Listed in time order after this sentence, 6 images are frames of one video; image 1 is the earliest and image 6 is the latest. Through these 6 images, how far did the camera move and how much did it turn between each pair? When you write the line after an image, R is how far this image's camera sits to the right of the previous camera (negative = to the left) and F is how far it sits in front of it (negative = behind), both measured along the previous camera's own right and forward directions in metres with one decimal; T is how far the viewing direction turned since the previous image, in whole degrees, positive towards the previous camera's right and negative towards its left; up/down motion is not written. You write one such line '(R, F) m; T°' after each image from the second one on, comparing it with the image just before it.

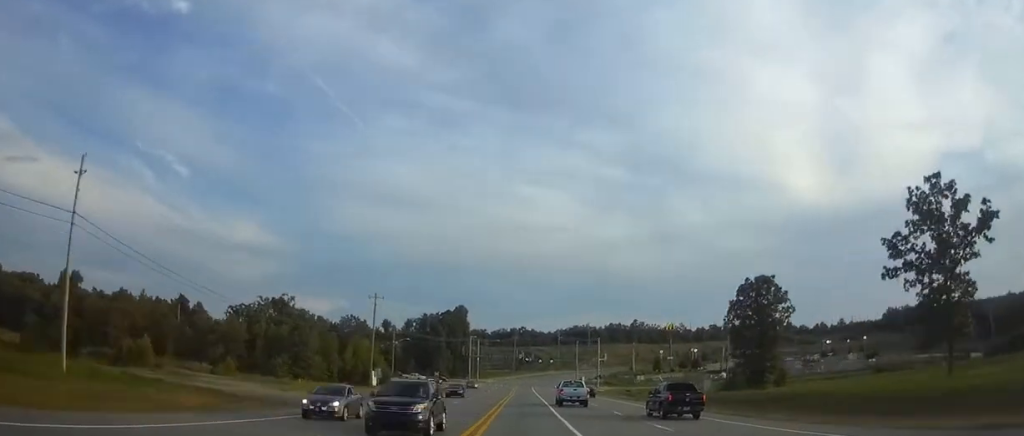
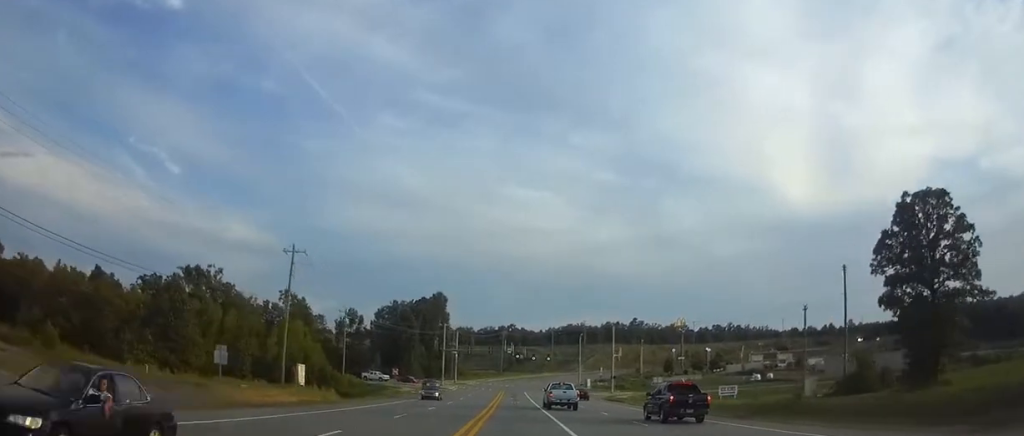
(+0.2, +33.7) m; 0°
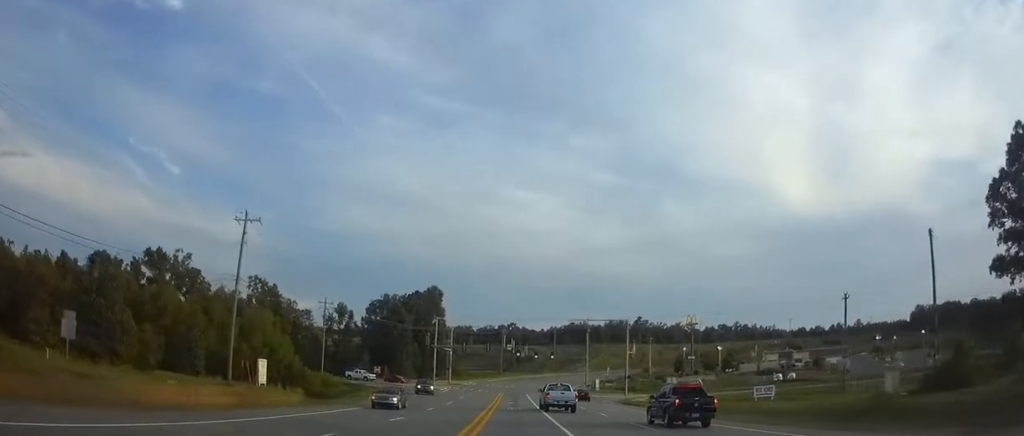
(0.0, +12.5) m; 0°
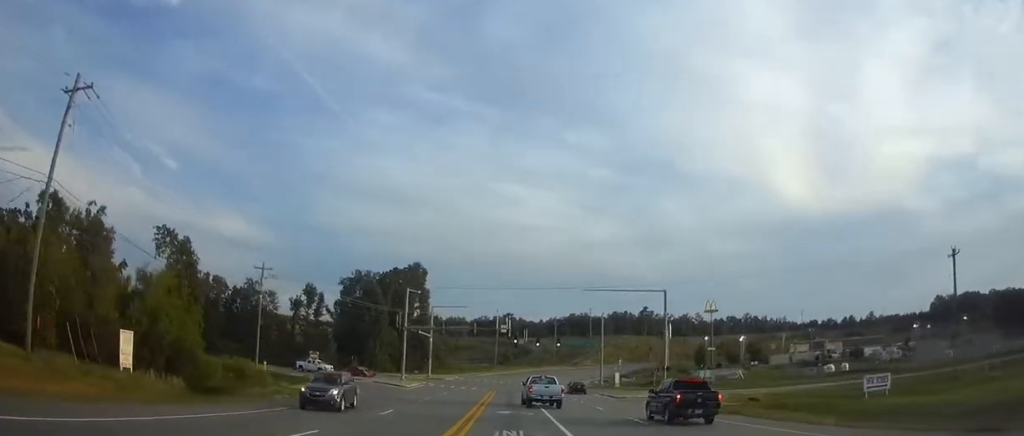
(0.0, +24.6) m; 0°
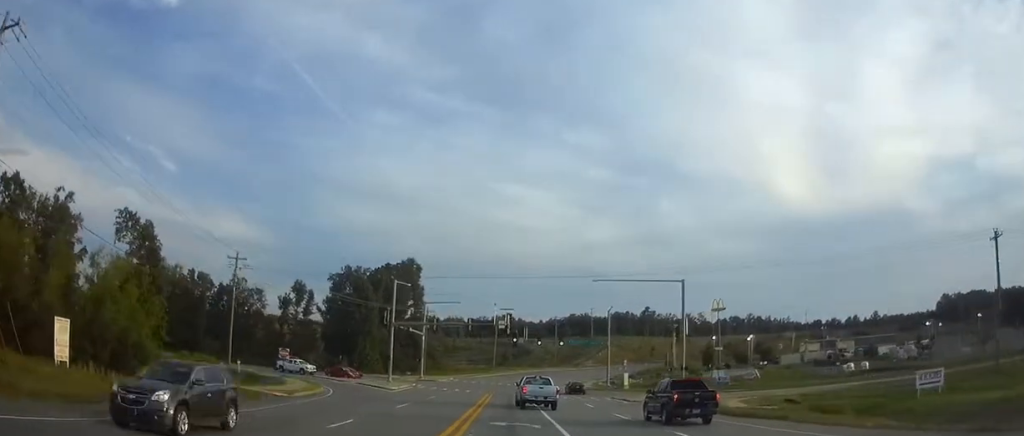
(0.0, +7.6) m; 0°
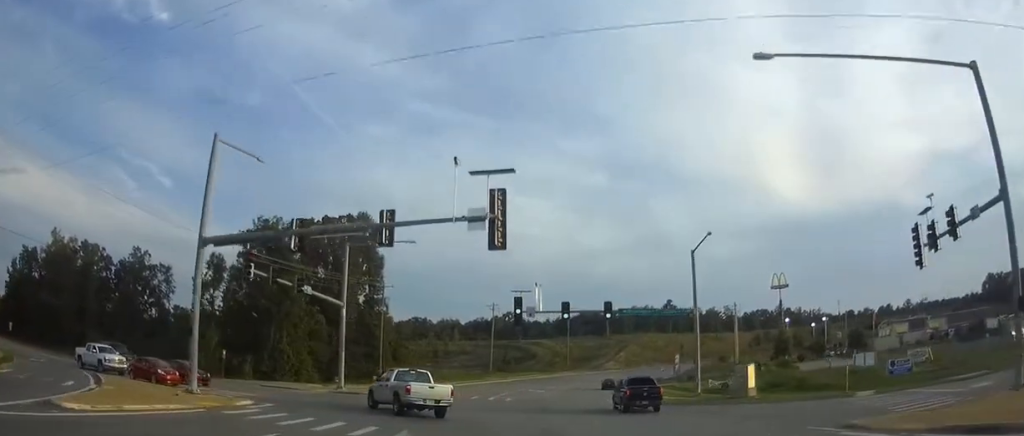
(-0.2, +42.8) m; -2°
